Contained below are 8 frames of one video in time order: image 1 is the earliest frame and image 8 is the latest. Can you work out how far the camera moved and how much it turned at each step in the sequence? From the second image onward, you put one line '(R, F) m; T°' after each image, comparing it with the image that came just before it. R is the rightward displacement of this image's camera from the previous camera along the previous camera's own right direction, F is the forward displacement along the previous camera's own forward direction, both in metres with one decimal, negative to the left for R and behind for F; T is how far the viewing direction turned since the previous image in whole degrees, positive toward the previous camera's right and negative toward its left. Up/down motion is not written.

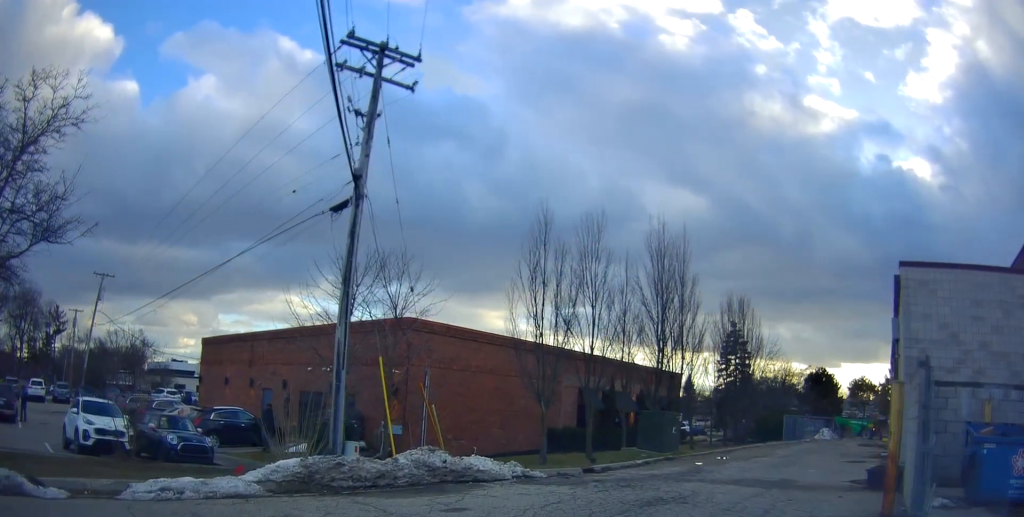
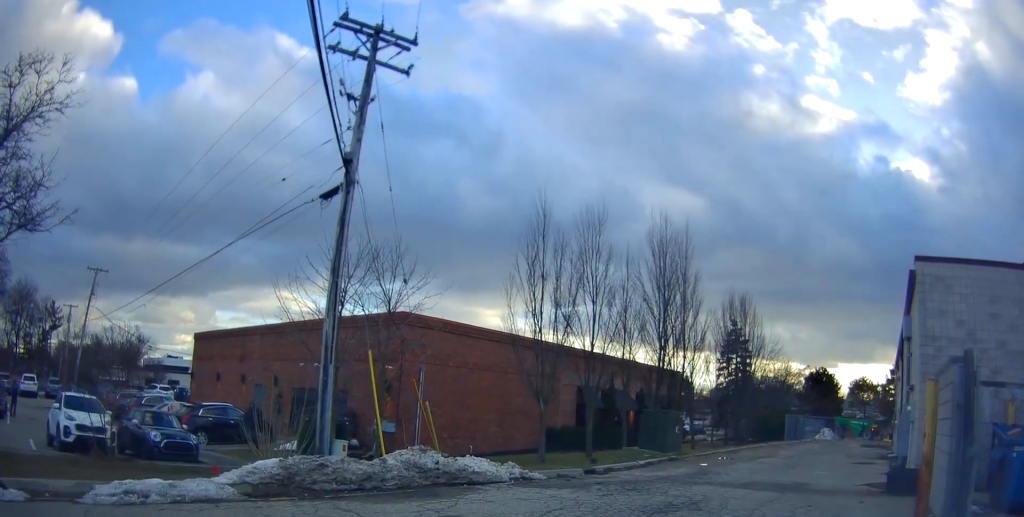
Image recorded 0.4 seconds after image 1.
(+0.1, +1.0) m; -1°
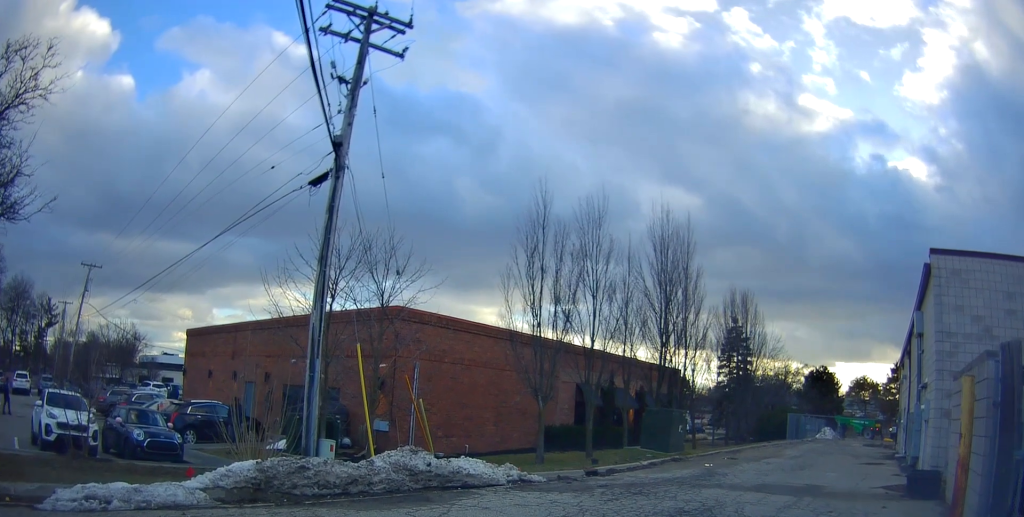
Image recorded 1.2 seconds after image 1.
(-0.3, +0.9) m; 0°
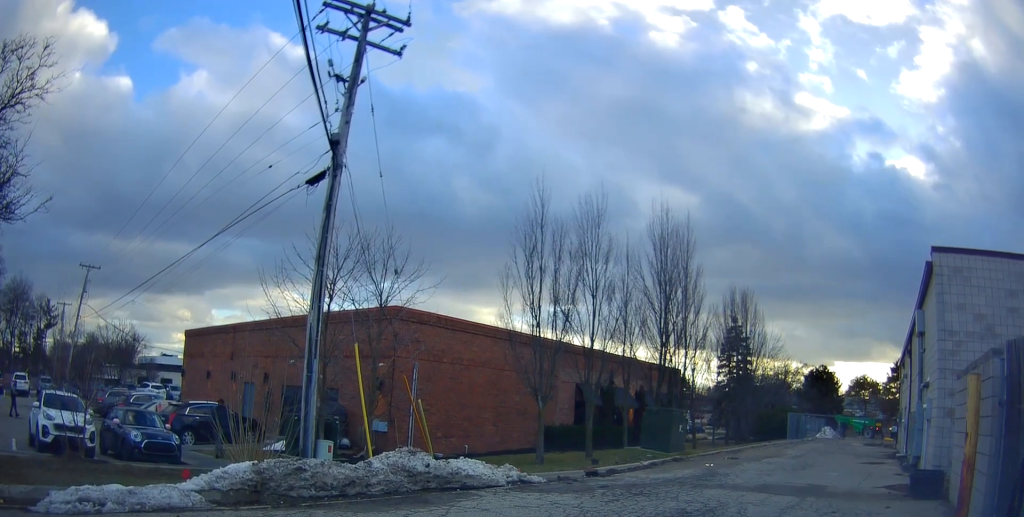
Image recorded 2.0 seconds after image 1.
(-0.2, +0.4) m; 0°
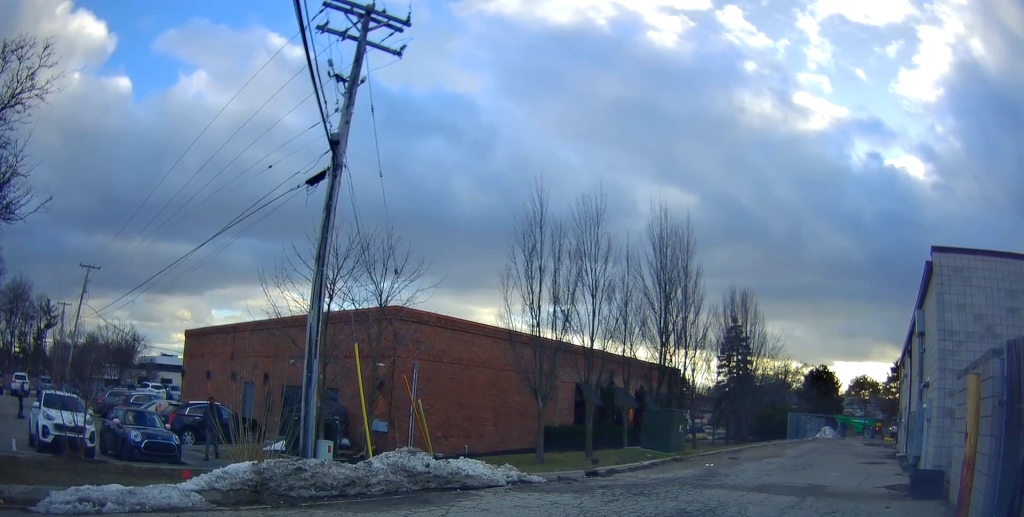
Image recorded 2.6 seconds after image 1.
(-0.1, +0.2) m; 0°
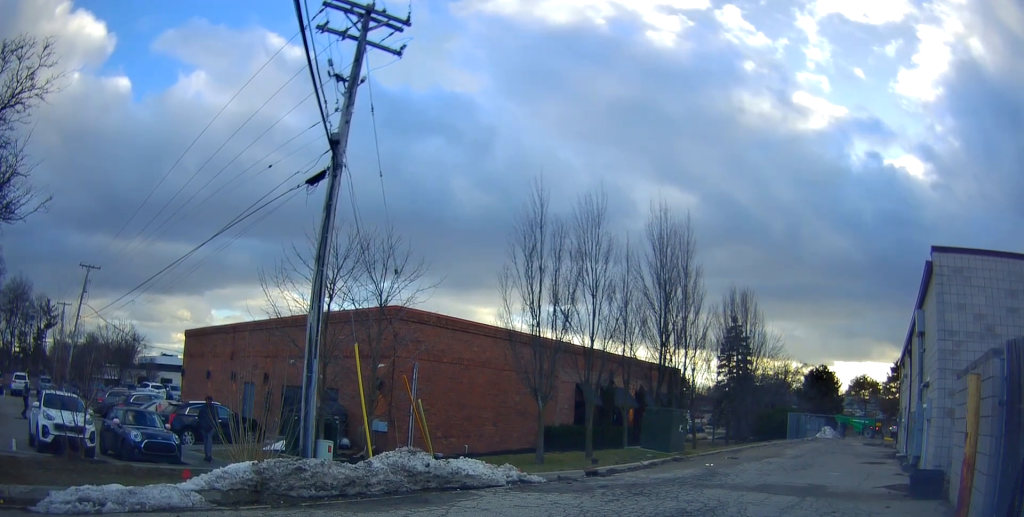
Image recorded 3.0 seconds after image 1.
(0.0, 0.0) m; 0°
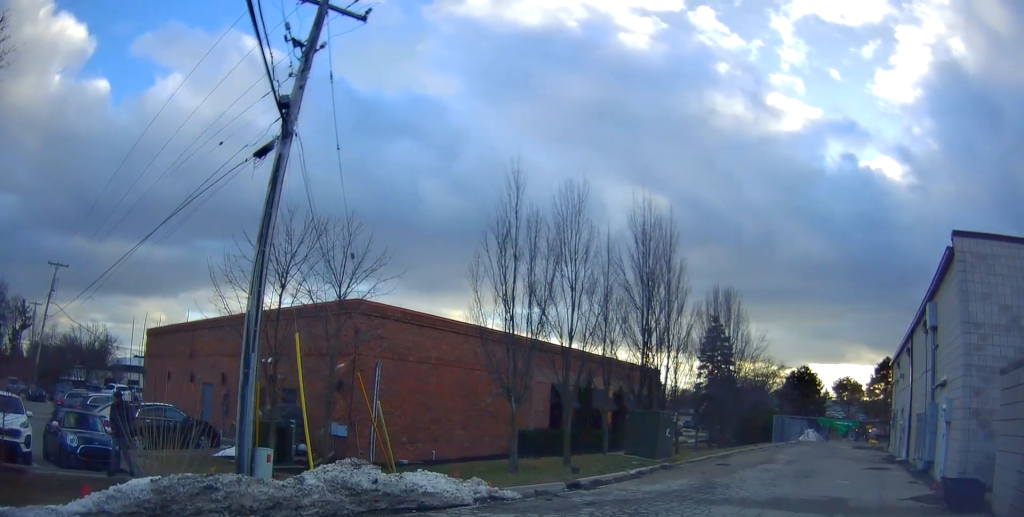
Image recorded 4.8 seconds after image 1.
(-0.2, +0.6) m; 0°
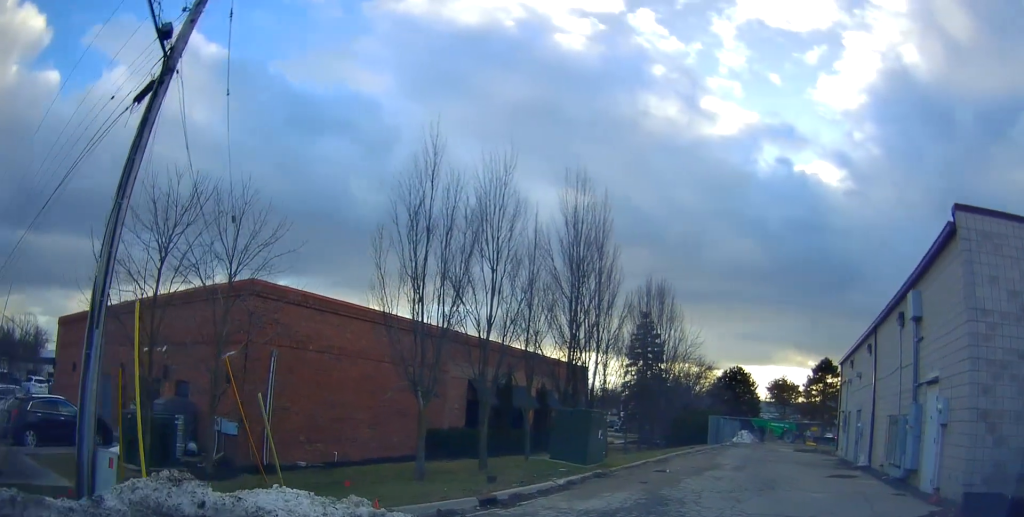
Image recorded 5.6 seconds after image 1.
(+0.1, +0.6) m; +3°
